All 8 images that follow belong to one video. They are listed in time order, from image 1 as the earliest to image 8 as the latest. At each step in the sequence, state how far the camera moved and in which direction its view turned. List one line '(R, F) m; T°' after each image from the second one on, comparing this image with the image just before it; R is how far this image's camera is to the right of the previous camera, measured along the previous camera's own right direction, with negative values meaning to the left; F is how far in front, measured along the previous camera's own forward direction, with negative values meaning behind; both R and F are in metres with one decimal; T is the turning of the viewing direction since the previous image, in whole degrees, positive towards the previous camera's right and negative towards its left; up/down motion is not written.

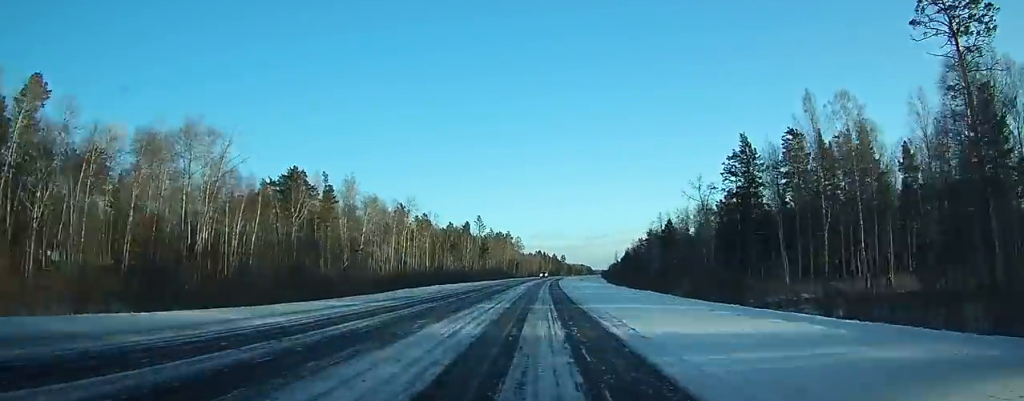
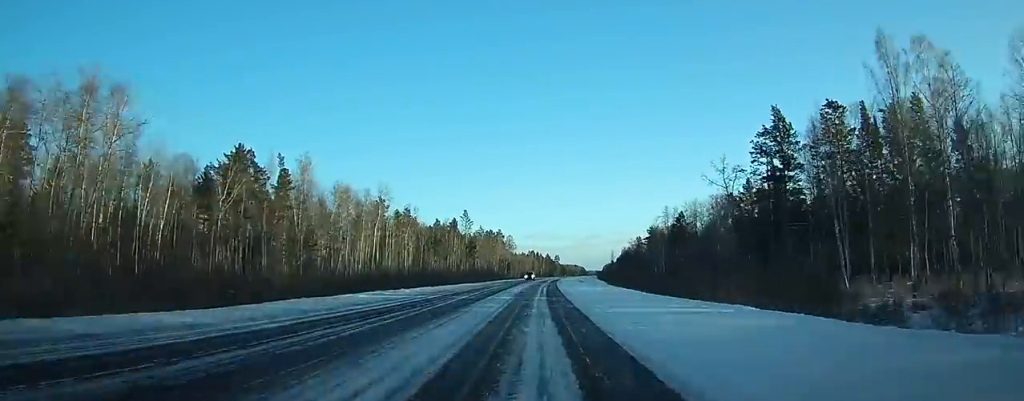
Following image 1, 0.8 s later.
(+0.2, +19.8) m; 0°
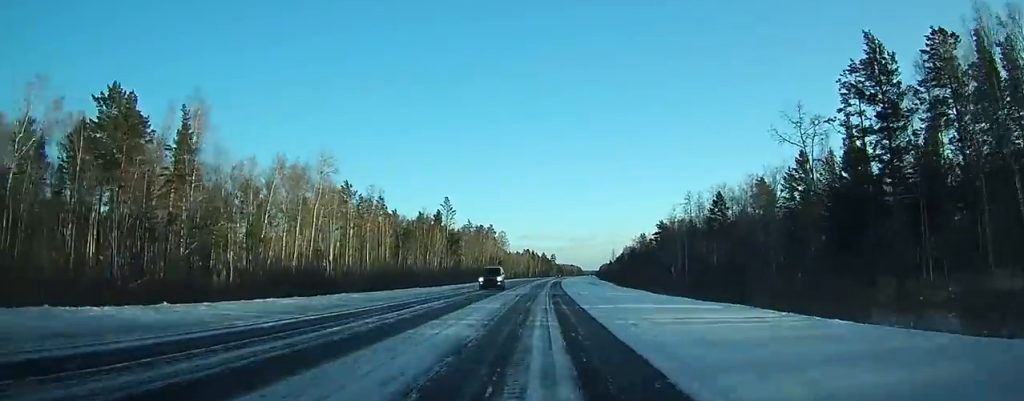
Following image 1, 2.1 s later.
(+0.1, +31.5) m; +1°
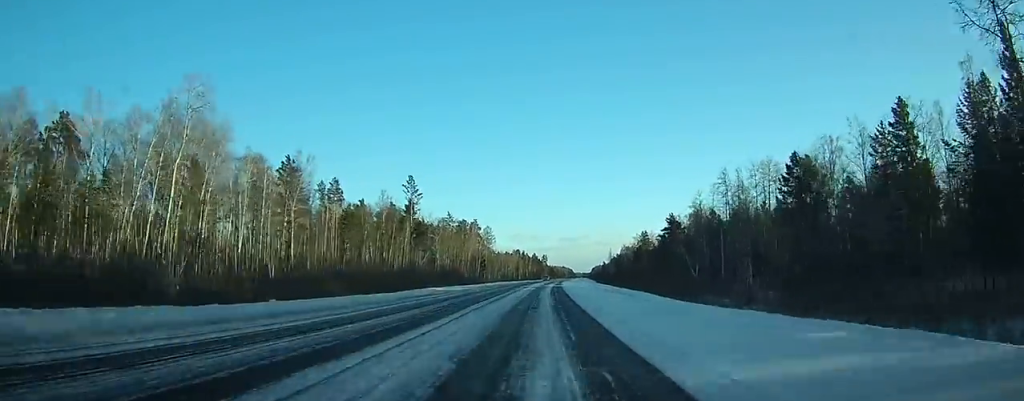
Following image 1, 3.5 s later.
(+0.3, +35.0) m; +1°
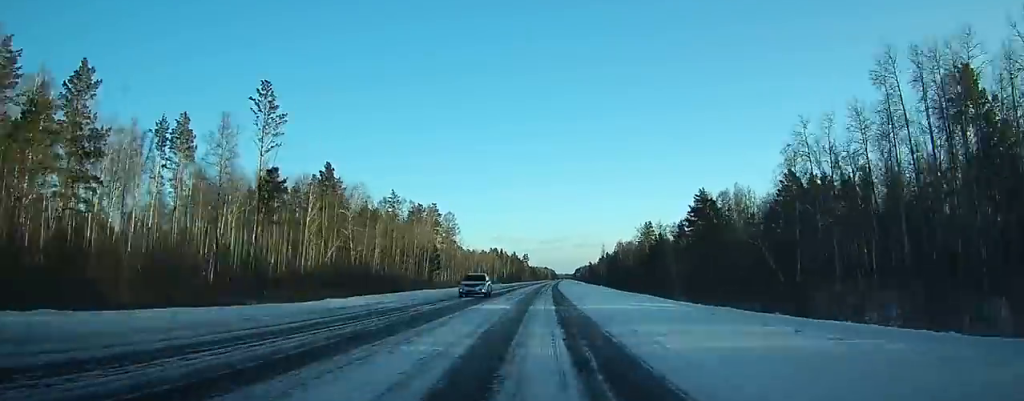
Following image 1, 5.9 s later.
(+0.8, +61.9) m; +2°
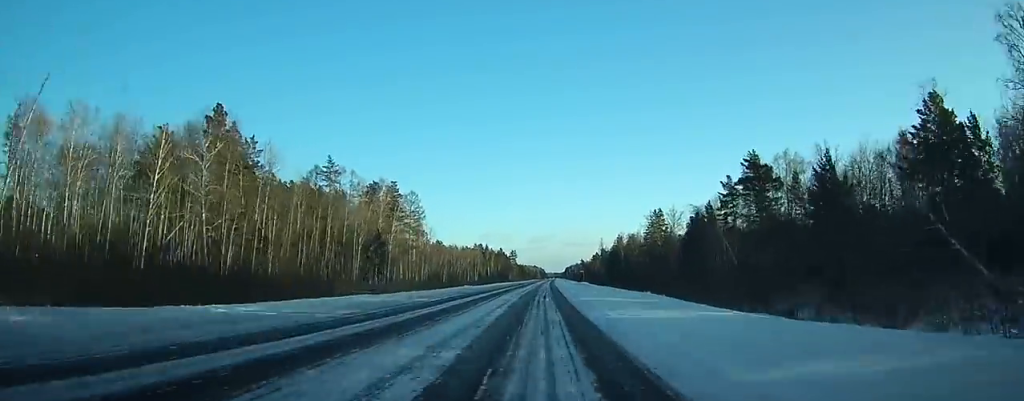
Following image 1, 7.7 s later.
(+0.6, +43.8) m; +1°
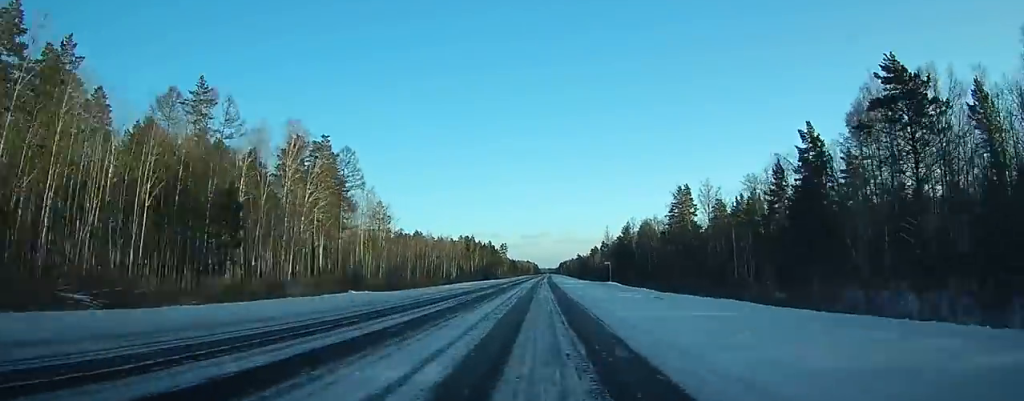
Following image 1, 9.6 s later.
(+0.4, +49.0) m; +1°
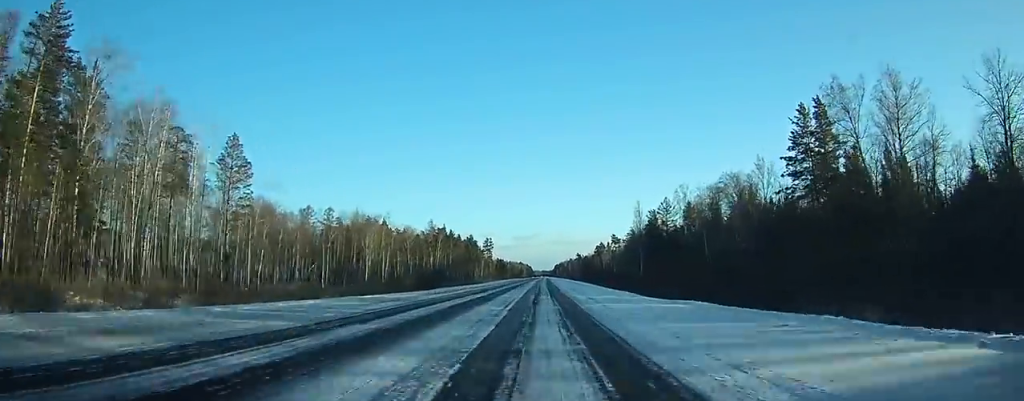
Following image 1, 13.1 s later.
(+0.8, +88.5) m; +1°
